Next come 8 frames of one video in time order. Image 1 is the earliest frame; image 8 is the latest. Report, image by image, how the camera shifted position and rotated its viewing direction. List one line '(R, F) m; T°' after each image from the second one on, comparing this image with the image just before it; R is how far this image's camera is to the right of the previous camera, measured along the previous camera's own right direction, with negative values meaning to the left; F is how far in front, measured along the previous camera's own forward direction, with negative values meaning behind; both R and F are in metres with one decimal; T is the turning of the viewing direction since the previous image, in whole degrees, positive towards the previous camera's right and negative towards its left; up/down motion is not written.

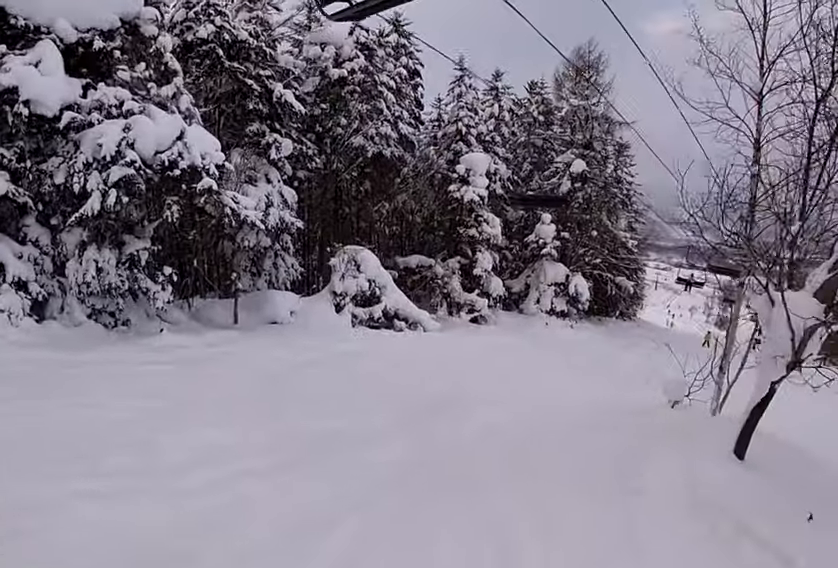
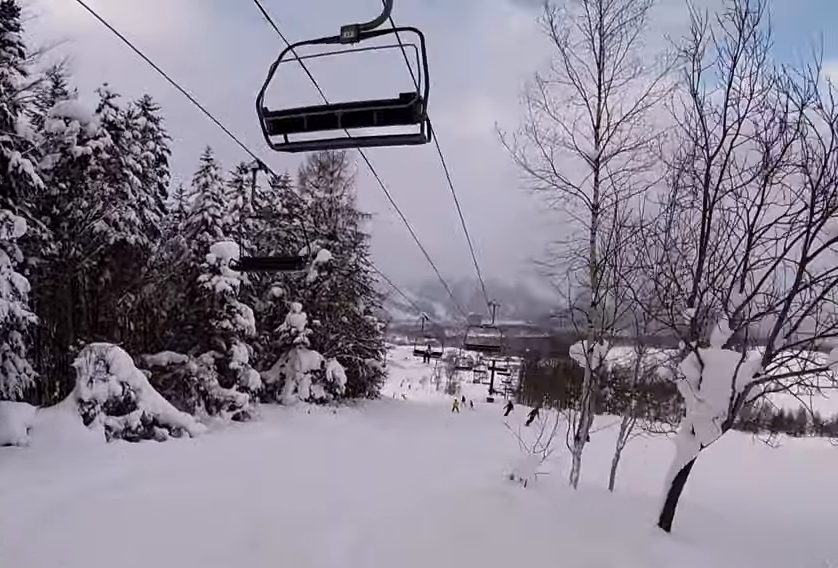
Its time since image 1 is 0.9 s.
(+1.2, +2.7) m; +24°
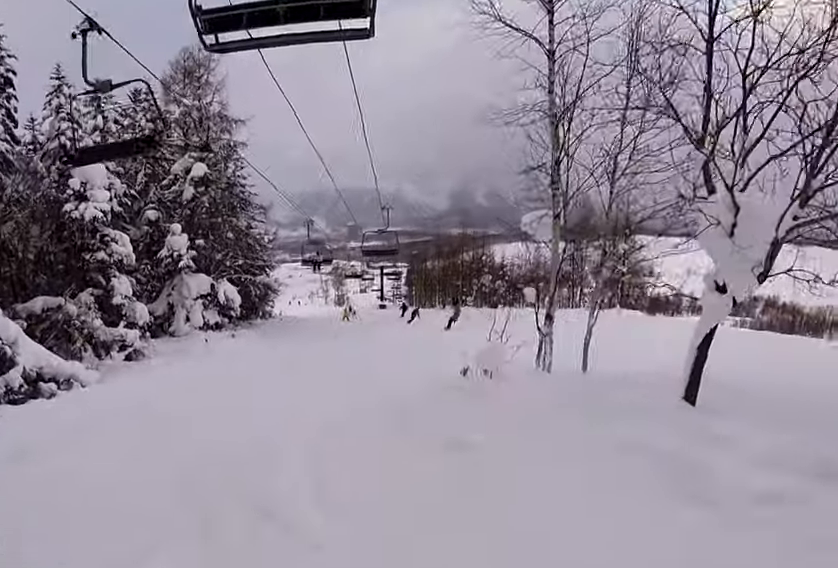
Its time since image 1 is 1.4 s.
(+0.1, +1.6) m; +8°
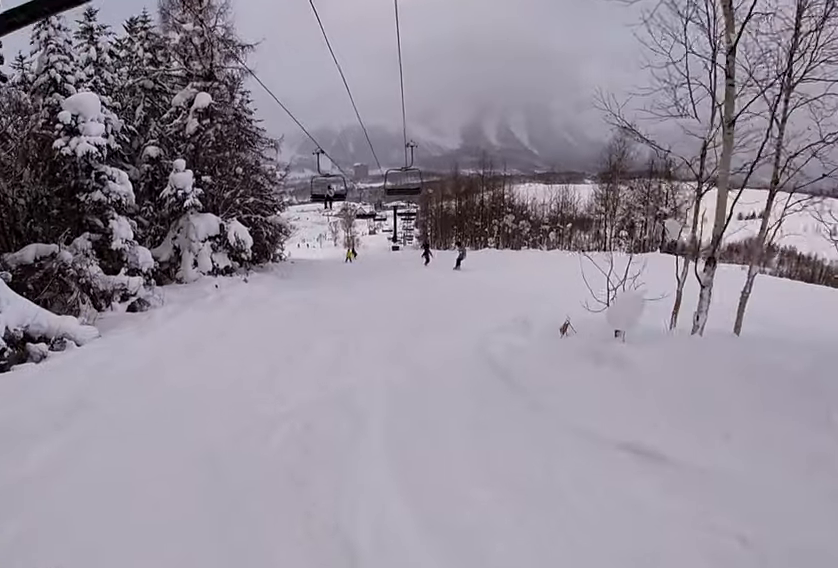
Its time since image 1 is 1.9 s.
(-0.1, +2.0) m; +8°
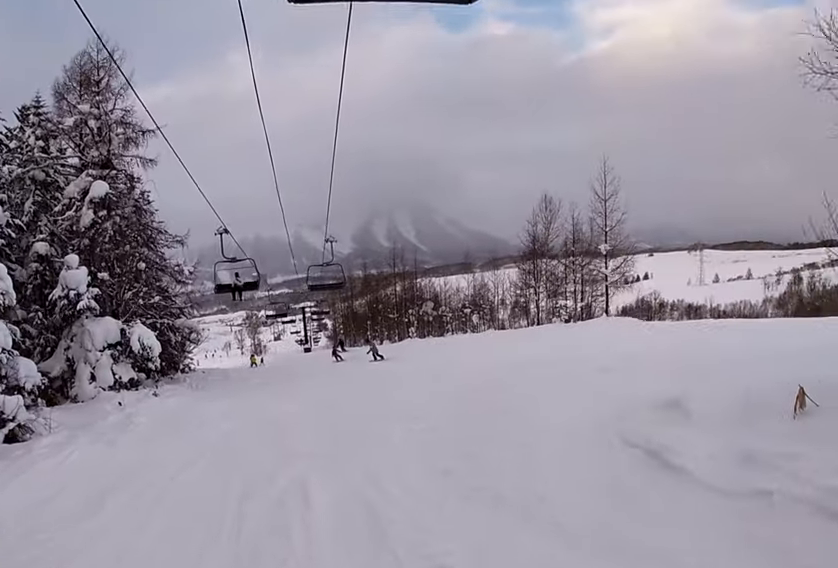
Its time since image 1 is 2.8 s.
(+0.6, +2.8) m; +15°
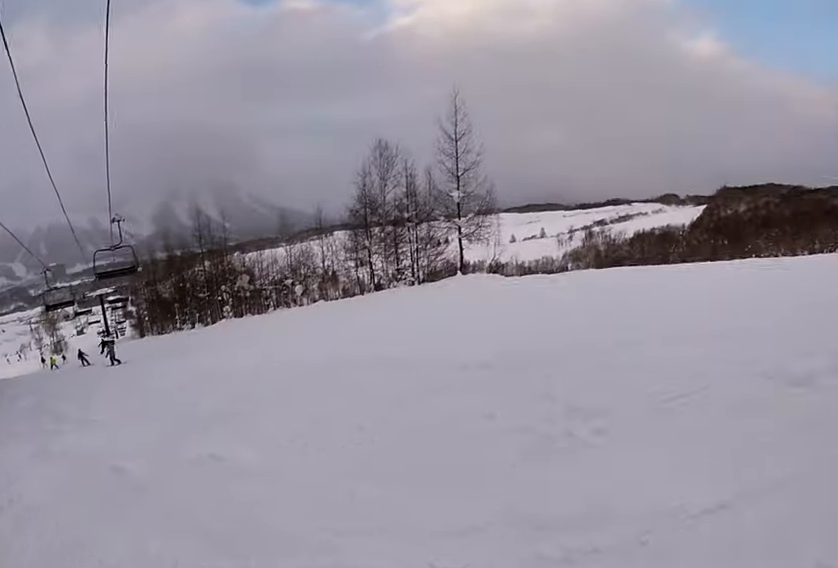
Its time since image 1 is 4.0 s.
(+0.5, +4.7) m; +4°
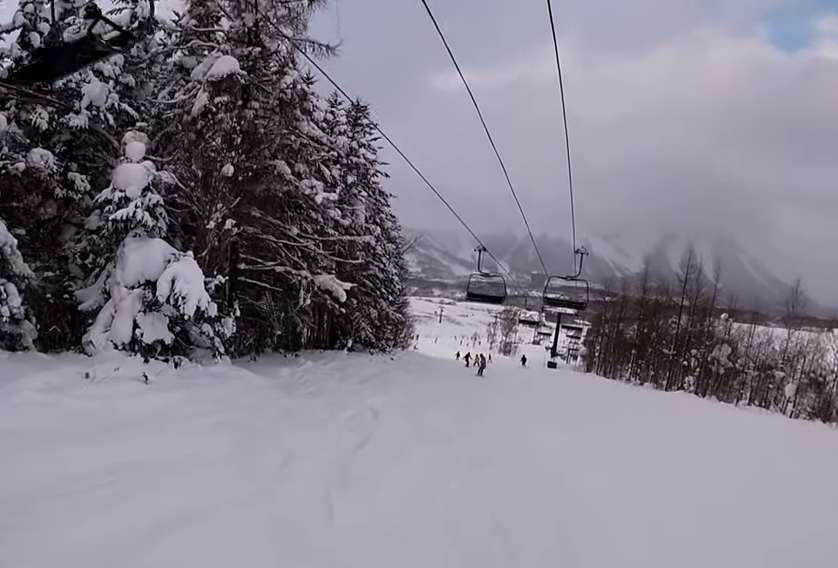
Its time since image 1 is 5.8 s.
(-1.3, +7.8) m; -29°
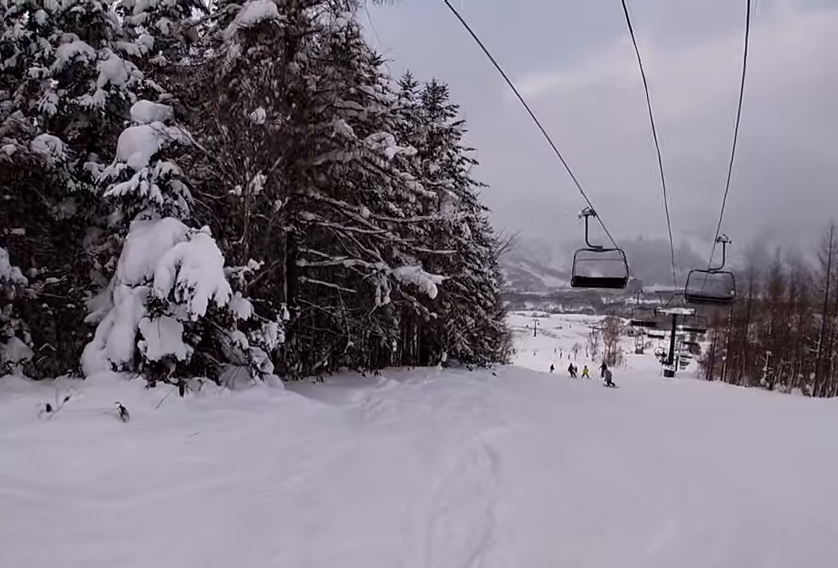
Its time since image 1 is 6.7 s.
(-1.2, +4.5) m; -9°
